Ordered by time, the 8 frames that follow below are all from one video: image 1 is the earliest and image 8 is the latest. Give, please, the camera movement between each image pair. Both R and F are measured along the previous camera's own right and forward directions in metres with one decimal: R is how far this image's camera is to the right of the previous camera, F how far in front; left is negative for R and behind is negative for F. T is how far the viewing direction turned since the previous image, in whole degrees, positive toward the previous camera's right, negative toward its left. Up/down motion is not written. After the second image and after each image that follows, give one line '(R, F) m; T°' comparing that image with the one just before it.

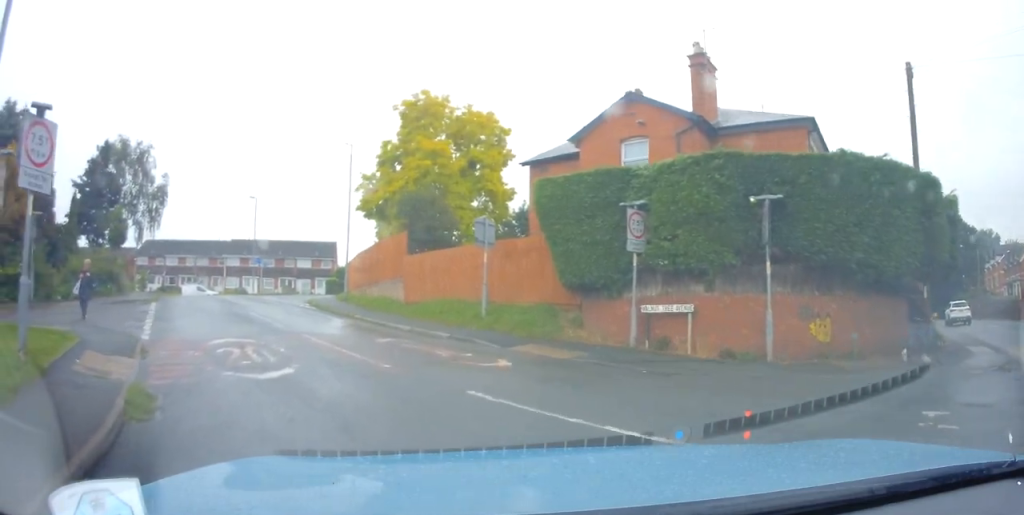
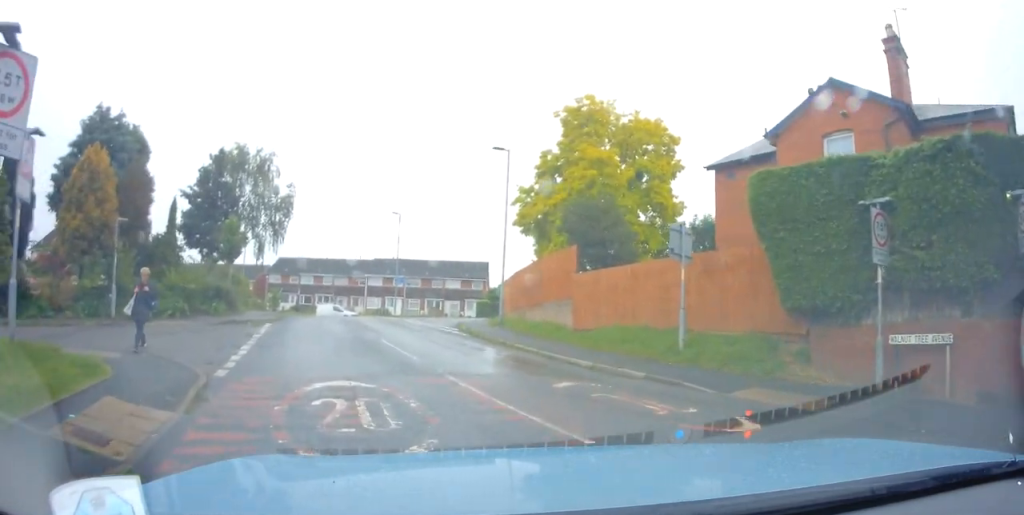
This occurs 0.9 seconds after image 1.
(-0.6, +3.4) m; -14°
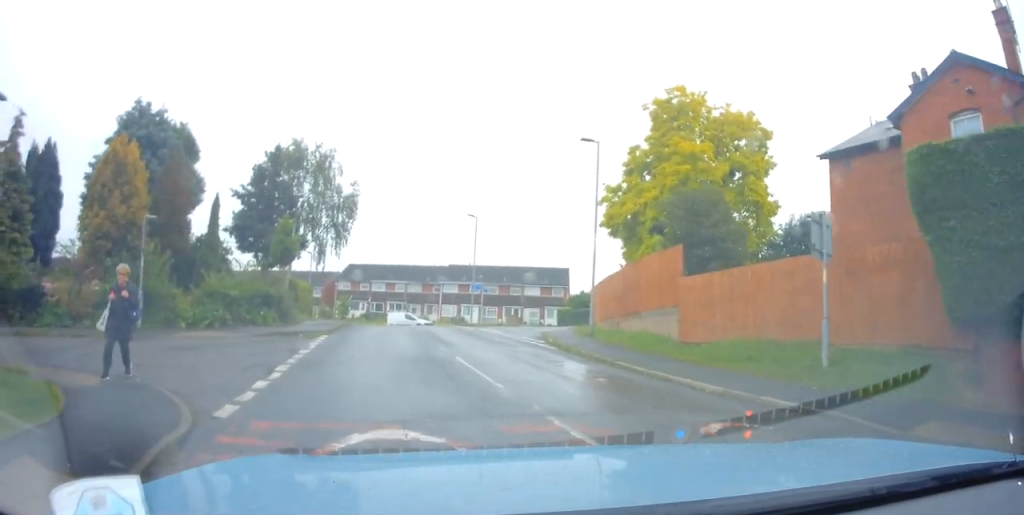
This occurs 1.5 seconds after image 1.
(-0.1, +2.4) m; -7°
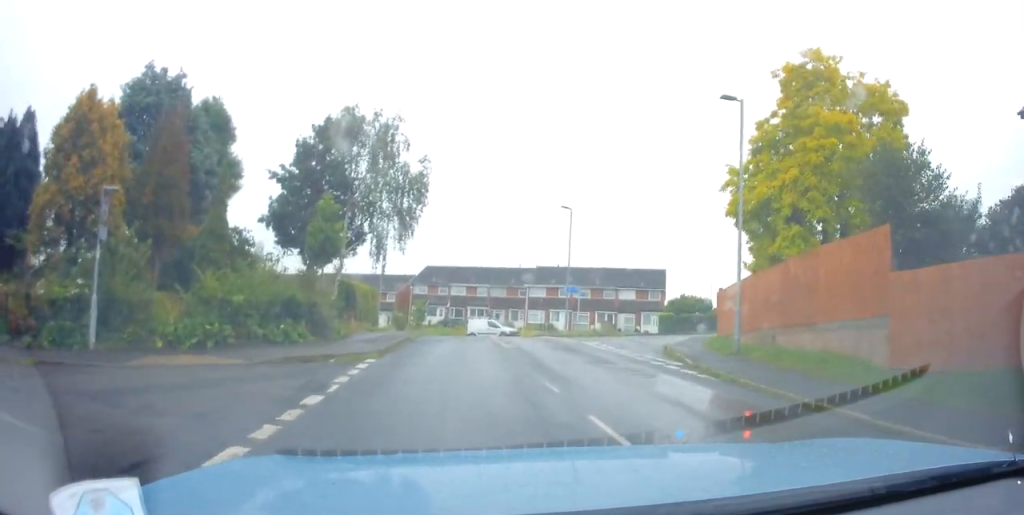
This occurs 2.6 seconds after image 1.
(-0.7, +5.4) m; -8°
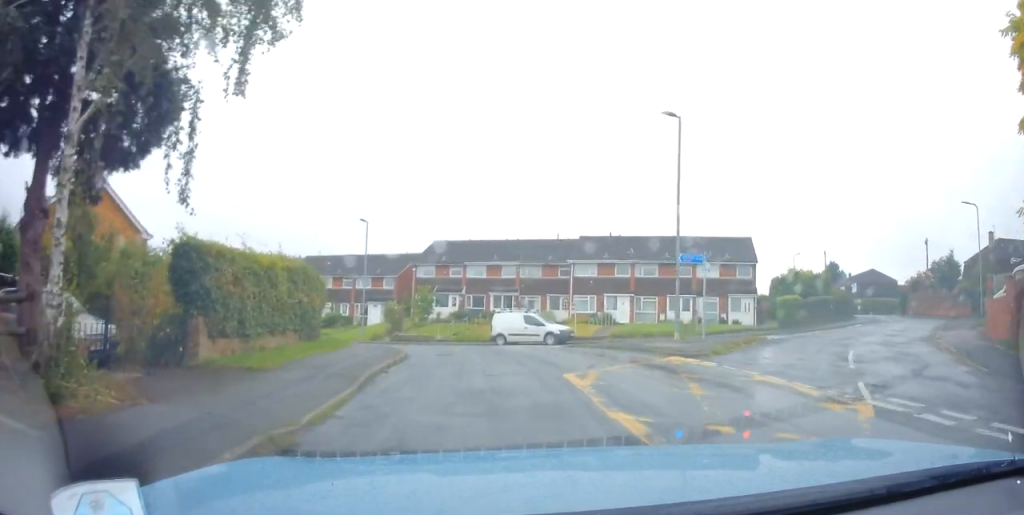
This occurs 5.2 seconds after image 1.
(-0.4, +16.7) m; -5°
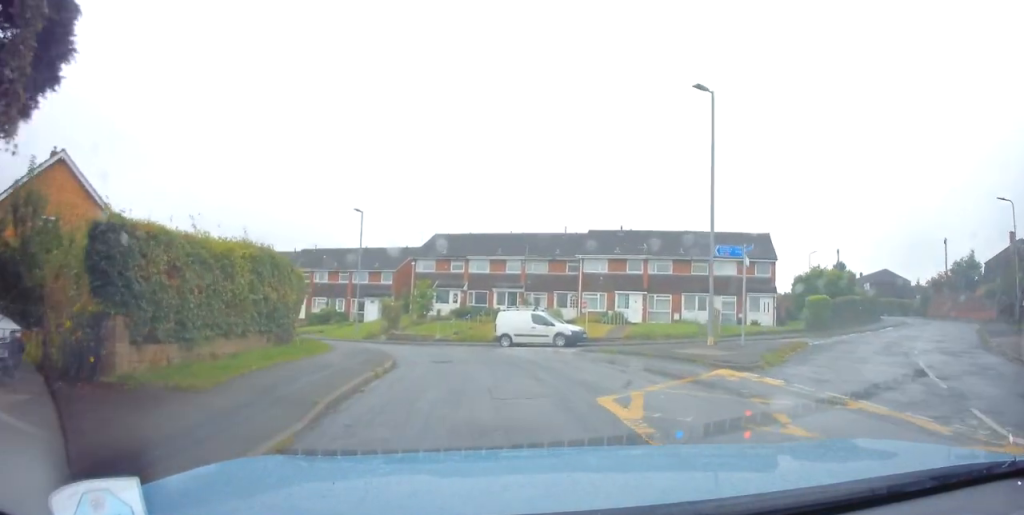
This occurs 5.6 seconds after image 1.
(-0.2, +2.7) m; -1°
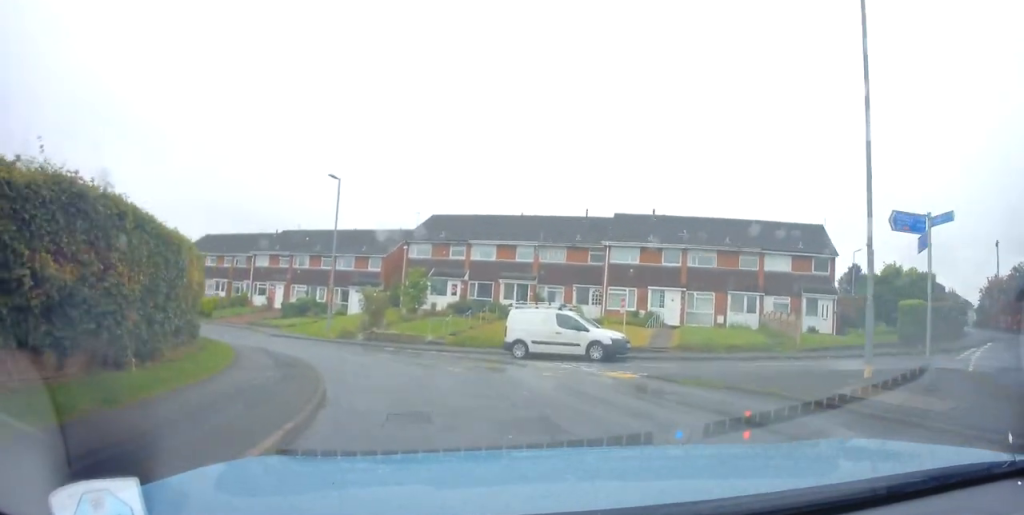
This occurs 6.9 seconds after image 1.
(+0.2, +7.4) m; +2°
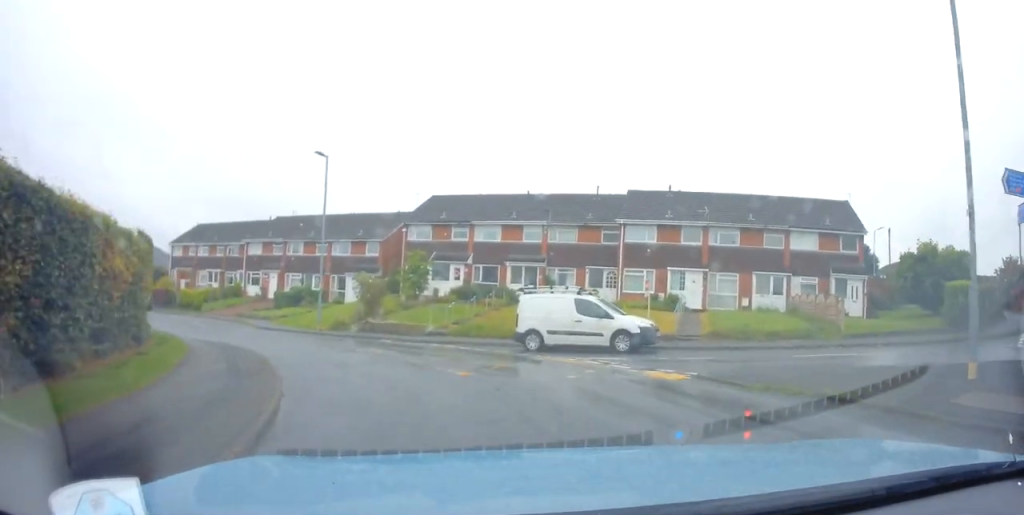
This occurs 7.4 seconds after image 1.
(0.0, +2.7) m; 0°
